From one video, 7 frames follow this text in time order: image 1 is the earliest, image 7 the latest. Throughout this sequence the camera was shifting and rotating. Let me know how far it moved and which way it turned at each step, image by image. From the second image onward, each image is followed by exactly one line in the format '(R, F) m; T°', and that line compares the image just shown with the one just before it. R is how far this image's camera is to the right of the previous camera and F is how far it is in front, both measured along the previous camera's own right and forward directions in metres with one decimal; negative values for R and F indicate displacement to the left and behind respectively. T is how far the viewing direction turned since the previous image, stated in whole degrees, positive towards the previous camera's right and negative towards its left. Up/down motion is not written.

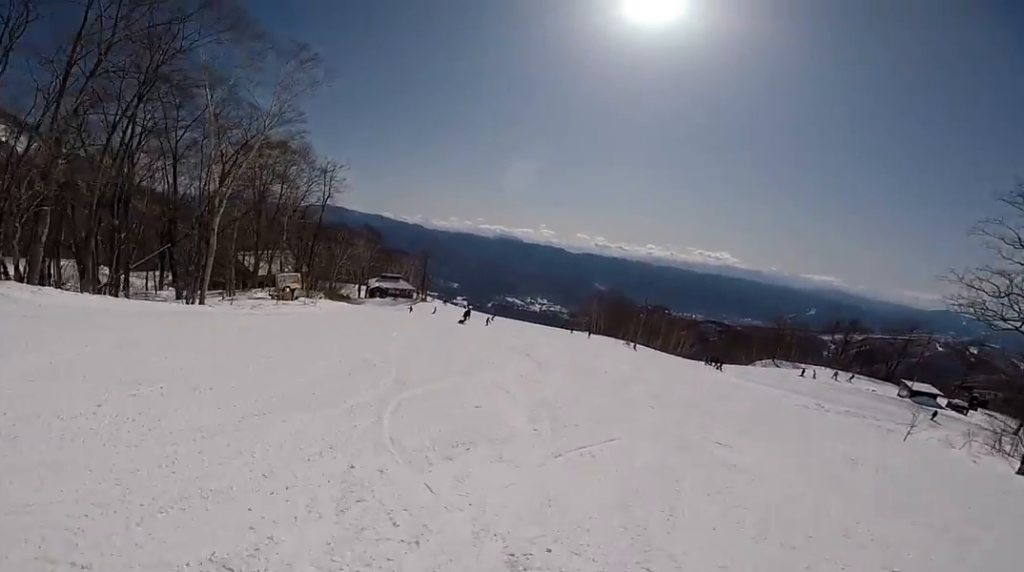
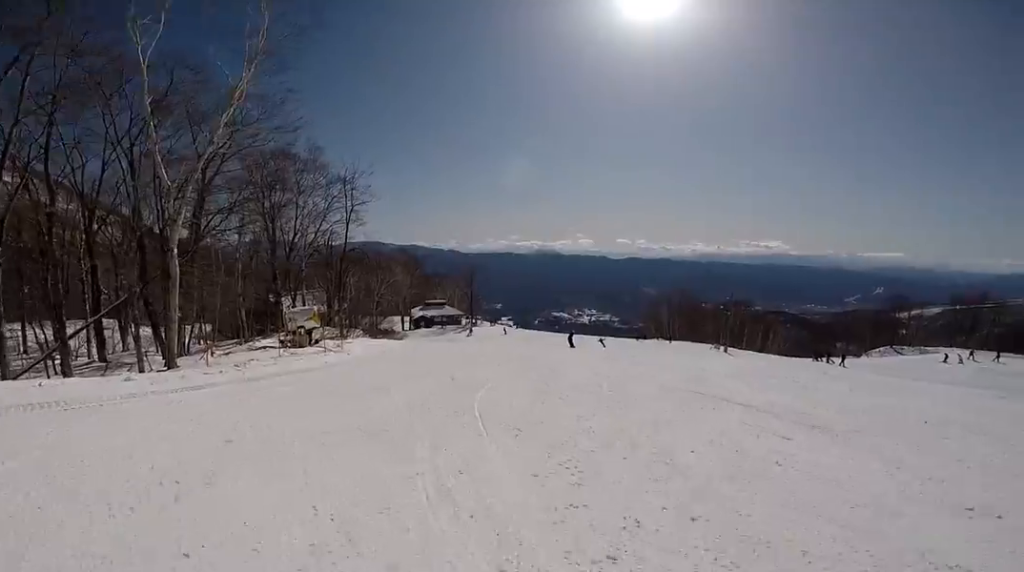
(-0.7, +9.9) m; +5°
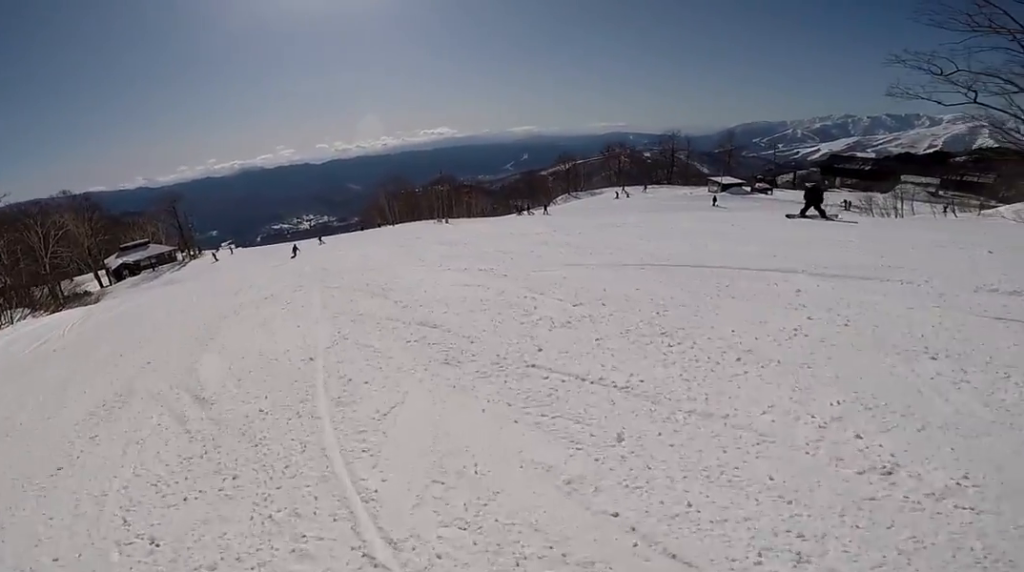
(+1.6, +7.0) m; +17°
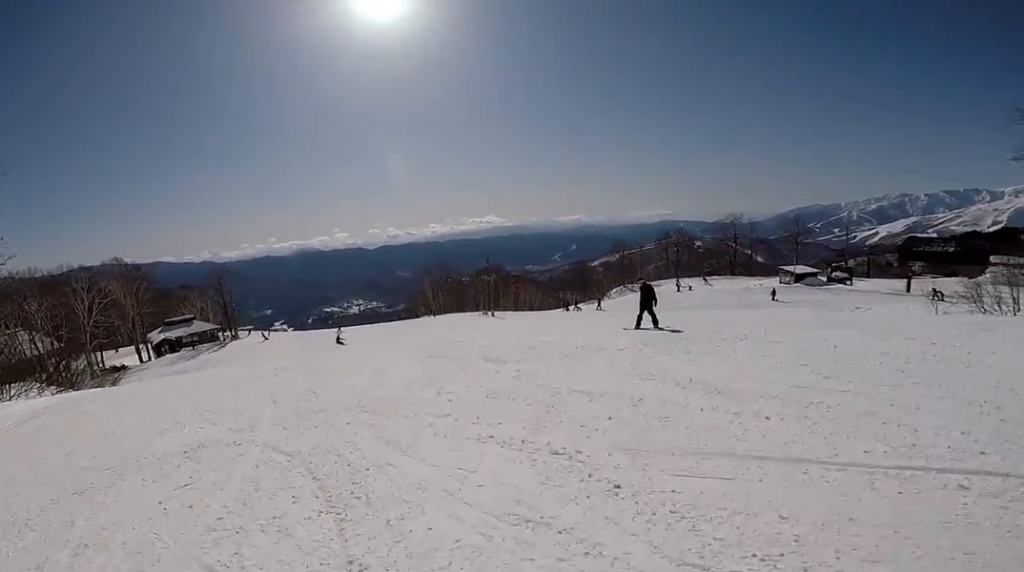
(+0.5, +4.1) m; -3°
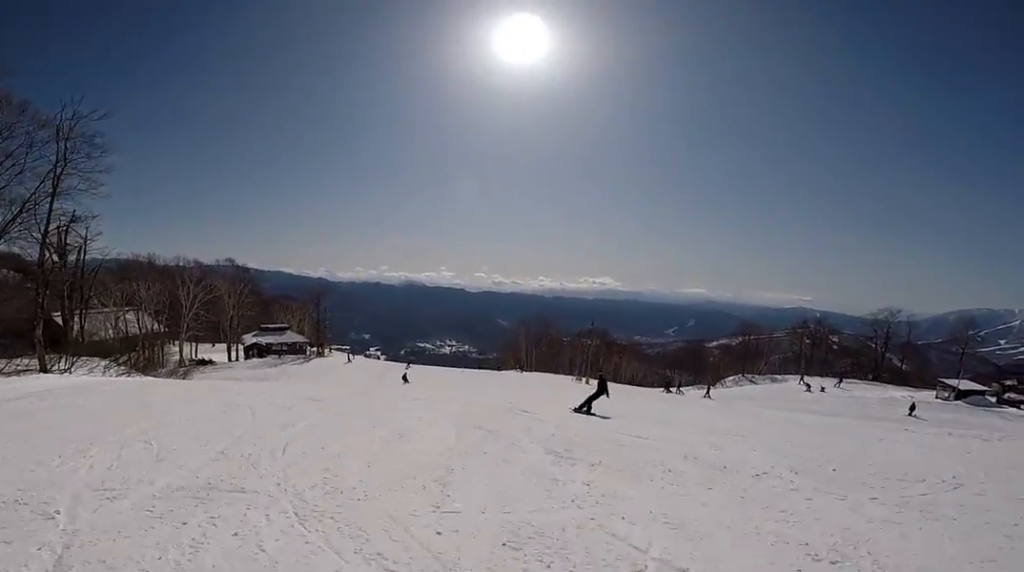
(-0.7, +2.8) m; -9°
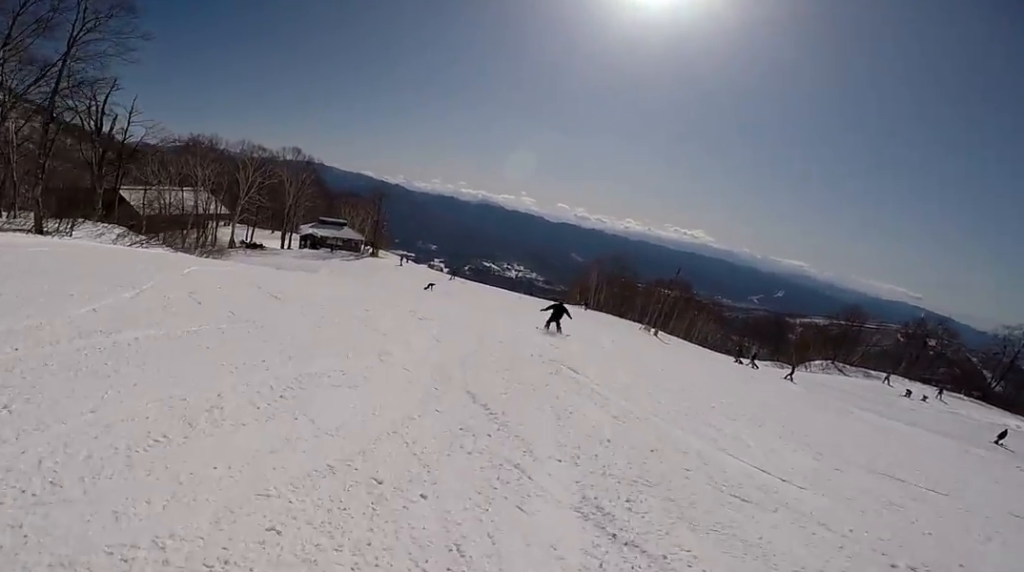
(-0.4, +4.3) m; -12°
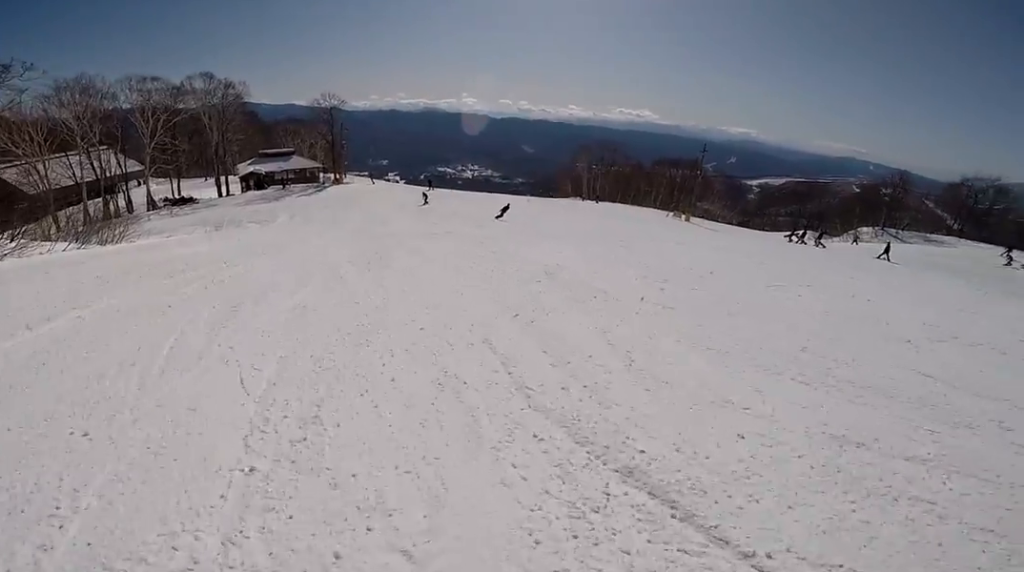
(-1.2, +12.8) m; +20°
